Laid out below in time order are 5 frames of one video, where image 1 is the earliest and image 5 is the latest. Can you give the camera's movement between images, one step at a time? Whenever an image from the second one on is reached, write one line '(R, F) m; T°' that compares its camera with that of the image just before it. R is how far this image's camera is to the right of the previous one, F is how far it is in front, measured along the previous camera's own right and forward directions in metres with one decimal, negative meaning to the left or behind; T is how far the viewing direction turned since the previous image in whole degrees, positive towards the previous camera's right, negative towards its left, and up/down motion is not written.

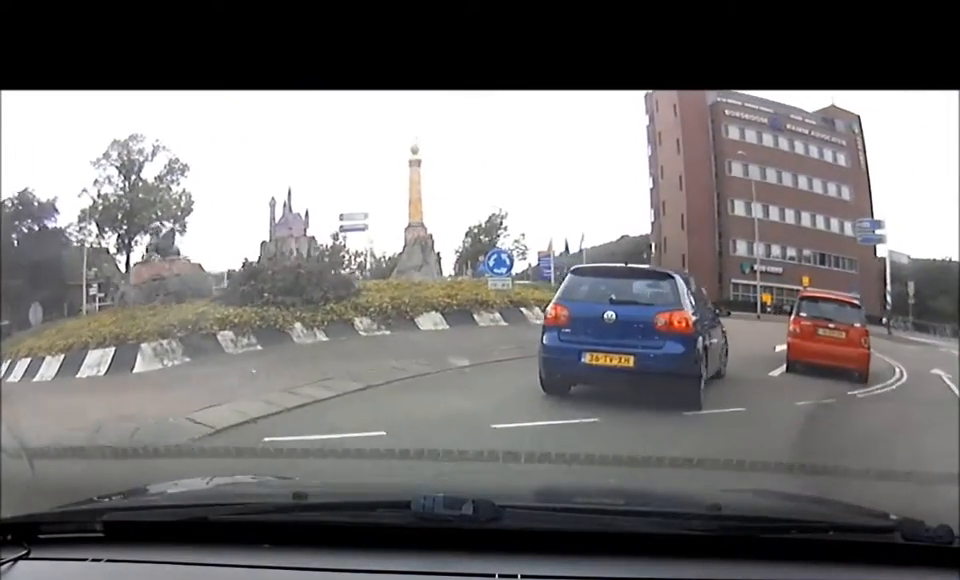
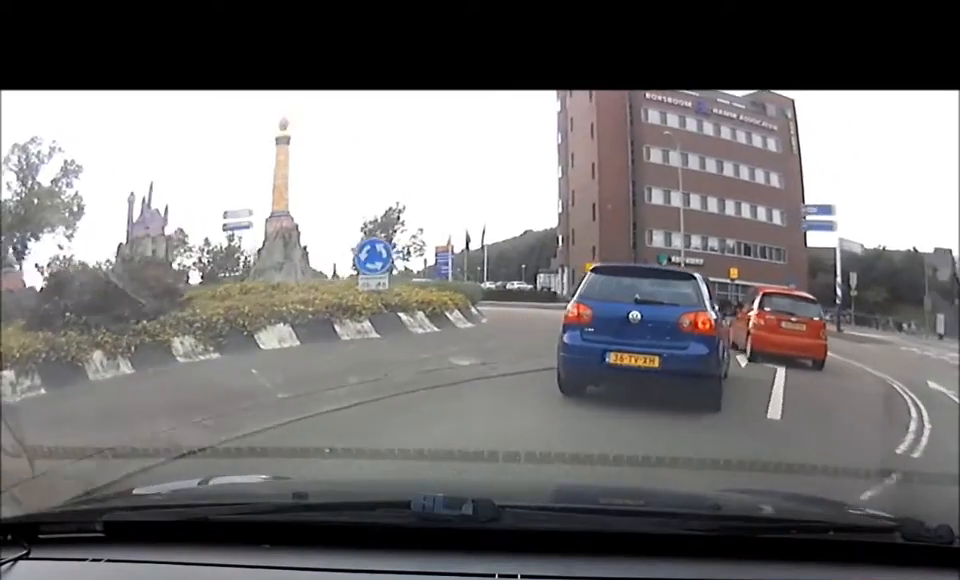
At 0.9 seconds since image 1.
(+0.2, +5.3) m; +8°
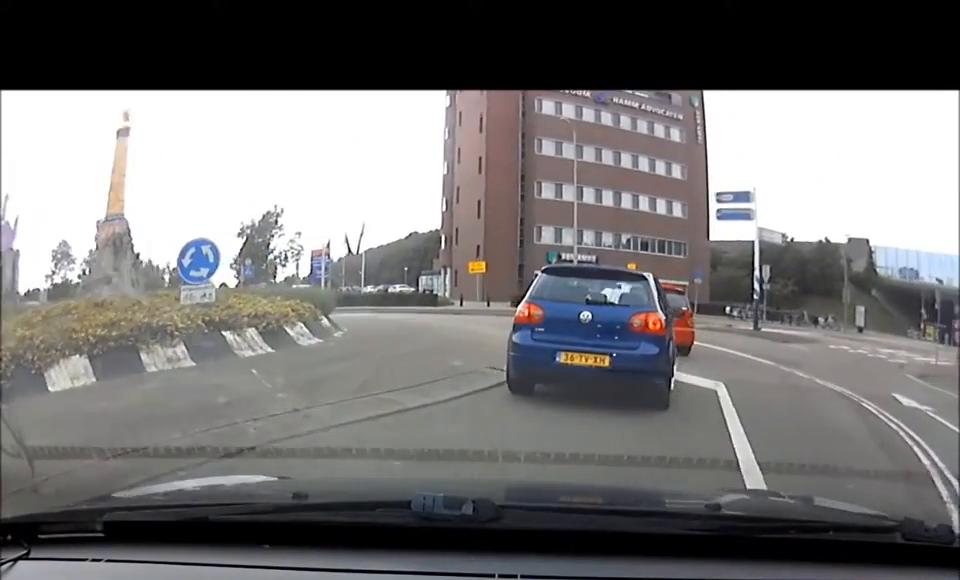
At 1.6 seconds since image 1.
(+0.1, +3.4) m; +9°
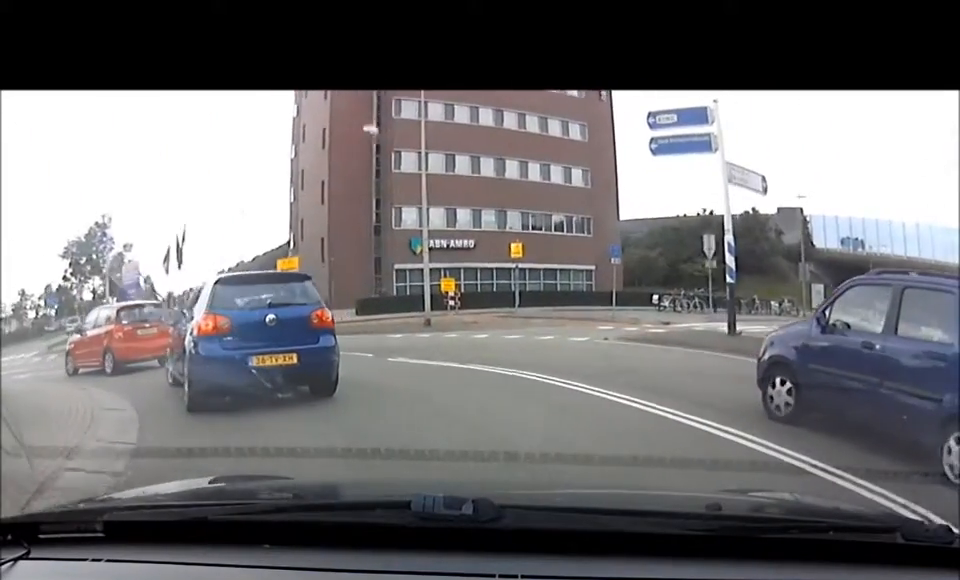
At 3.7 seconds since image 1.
(+1.5, +8.0) m; +10°
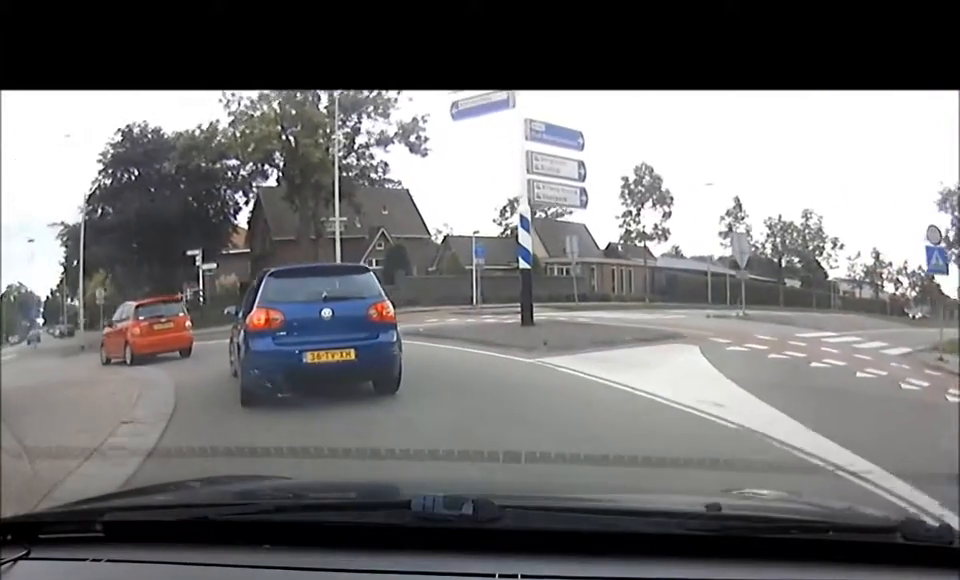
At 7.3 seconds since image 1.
(-3.2, +14.7) m; -31°
